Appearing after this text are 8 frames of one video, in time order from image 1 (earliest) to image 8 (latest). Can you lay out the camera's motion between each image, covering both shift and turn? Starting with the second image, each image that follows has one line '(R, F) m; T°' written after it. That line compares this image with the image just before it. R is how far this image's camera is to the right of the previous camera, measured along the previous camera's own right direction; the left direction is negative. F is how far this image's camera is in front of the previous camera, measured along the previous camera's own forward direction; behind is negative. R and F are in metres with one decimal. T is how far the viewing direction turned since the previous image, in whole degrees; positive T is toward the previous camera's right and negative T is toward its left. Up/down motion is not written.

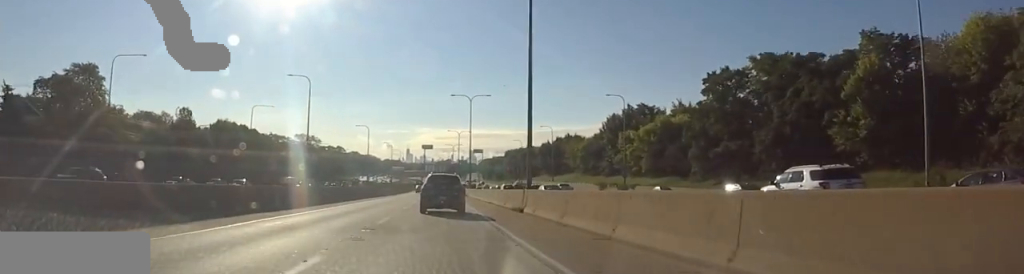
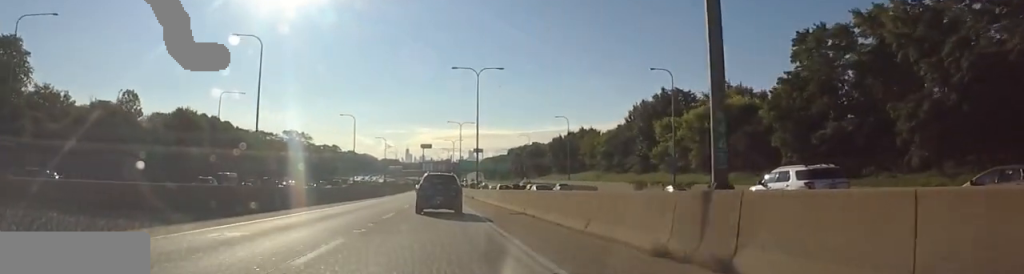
(+0.1, +21.8) m; -1°
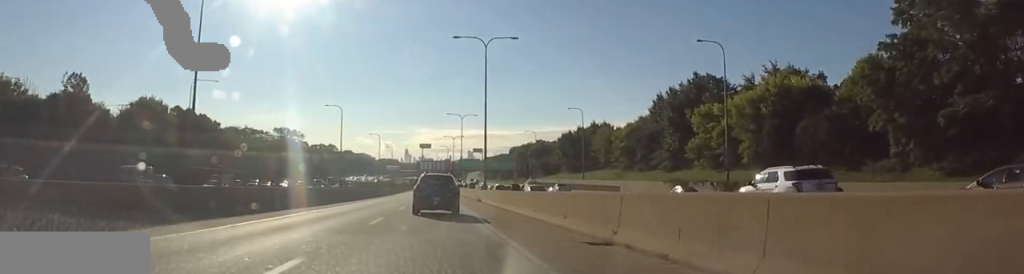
(0.0, +15.2) m; -2°
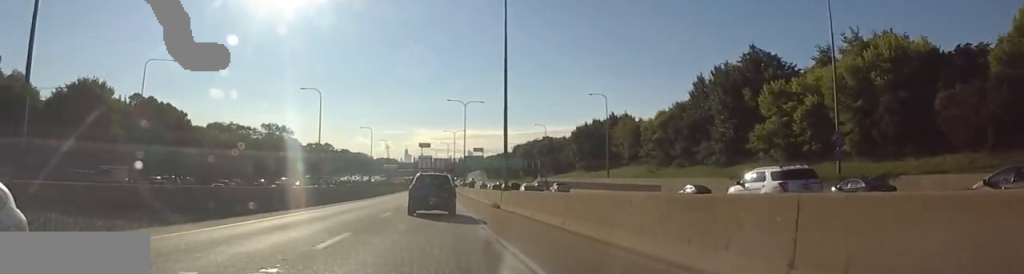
(-0.8, +18.7) m; +1°
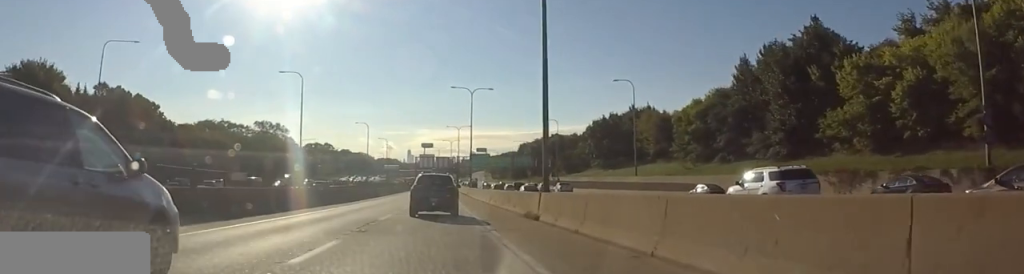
(-0.2, +13.8) m; +1°
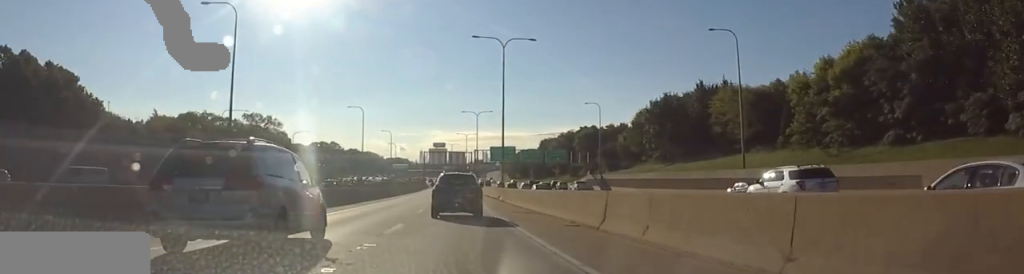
(+1.3, +30.4) m; 0°
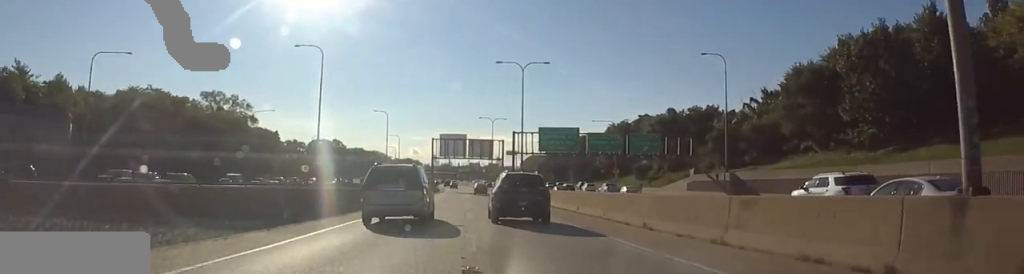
(-0.3, +51.8) m; 0°
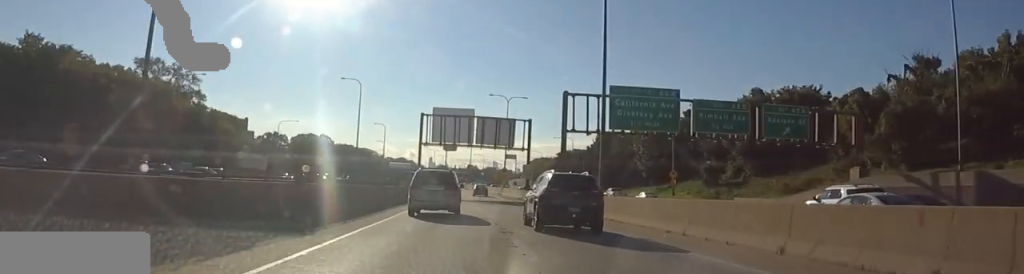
(-0.7, +37.9) m; 0°
